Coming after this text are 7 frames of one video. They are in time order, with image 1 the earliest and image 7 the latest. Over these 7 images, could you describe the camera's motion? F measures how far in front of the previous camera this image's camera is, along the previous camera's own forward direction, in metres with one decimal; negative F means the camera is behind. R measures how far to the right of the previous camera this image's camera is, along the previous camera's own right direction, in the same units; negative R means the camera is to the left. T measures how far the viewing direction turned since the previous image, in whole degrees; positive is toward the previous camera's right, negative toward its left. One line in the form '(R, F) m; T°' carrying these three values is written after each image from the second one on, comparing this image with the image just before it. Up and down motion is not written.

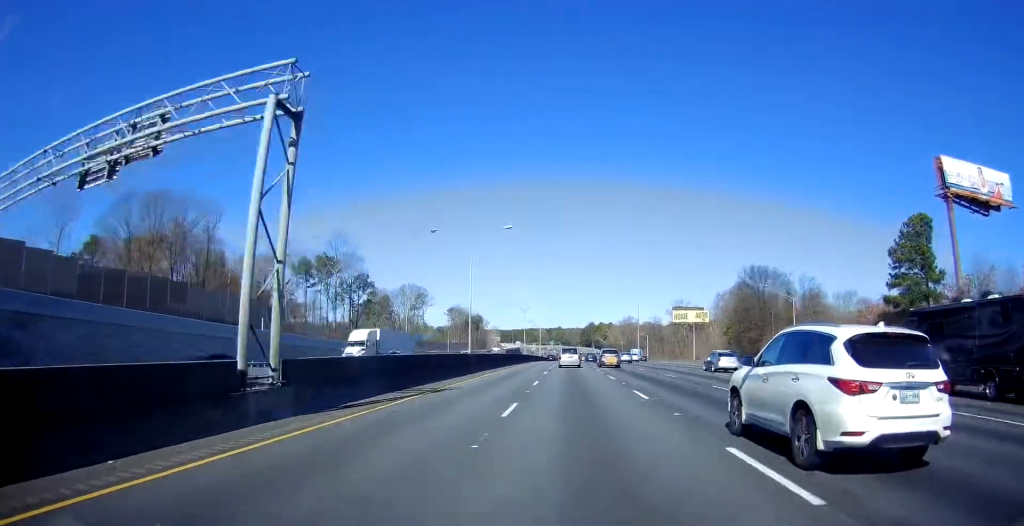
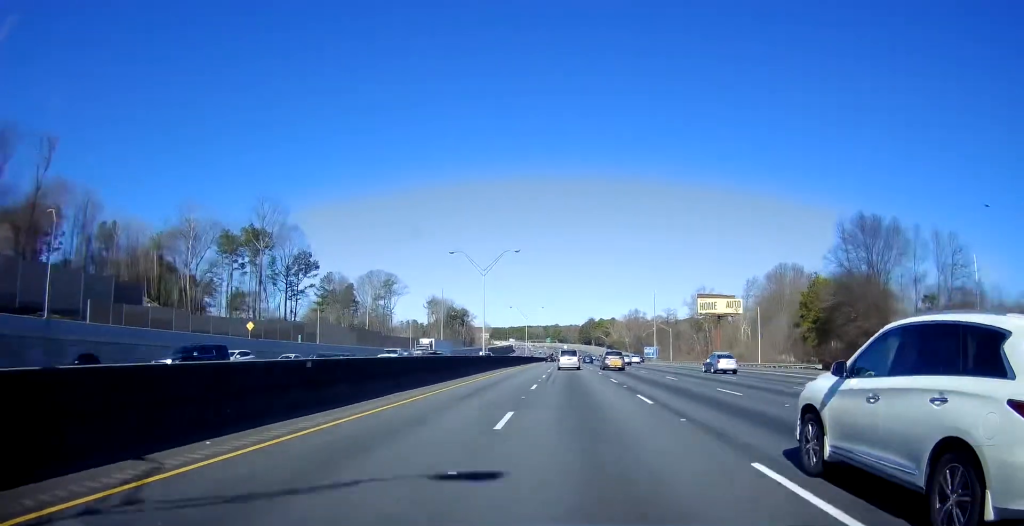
(-0.3, +49.1) m; -1°
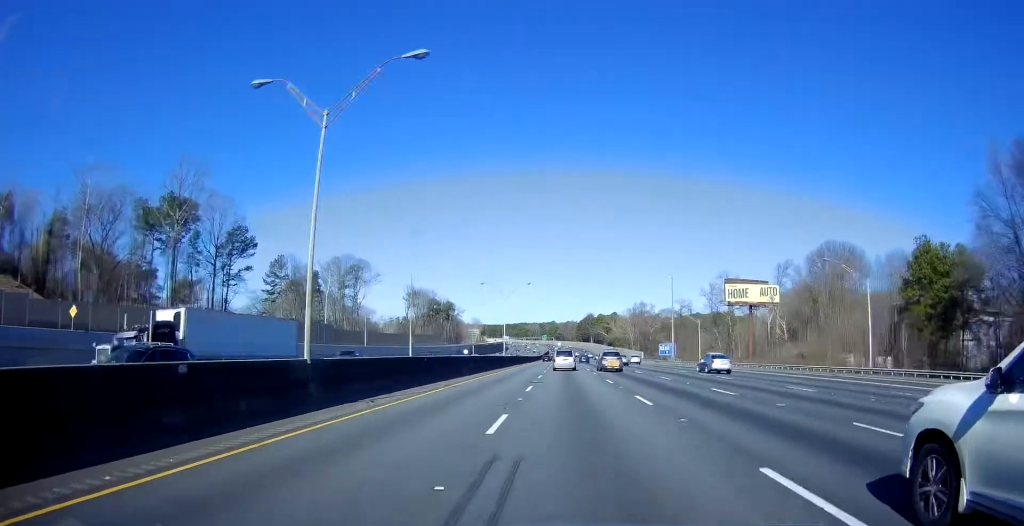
(0.0, +36.0) m; +1°
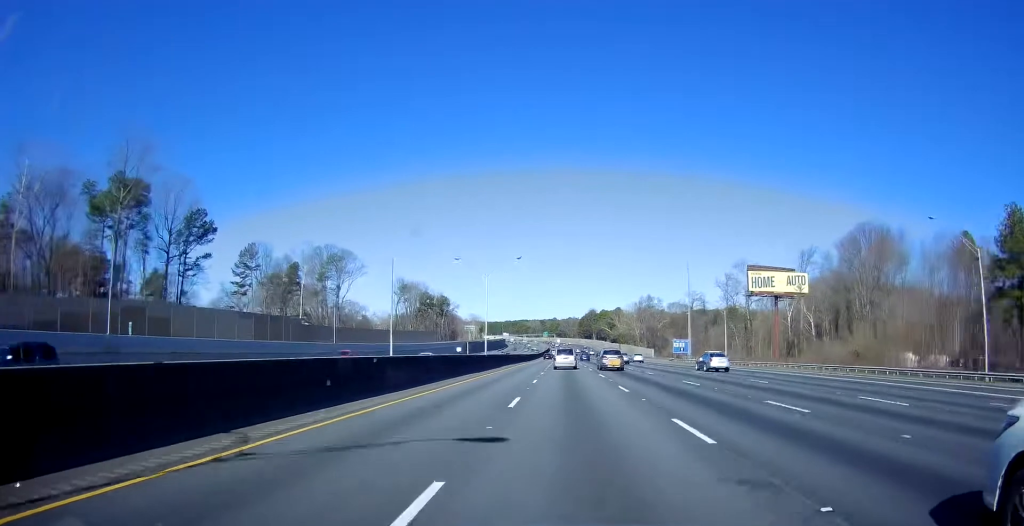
(+0.2, +18.8) m; 0°
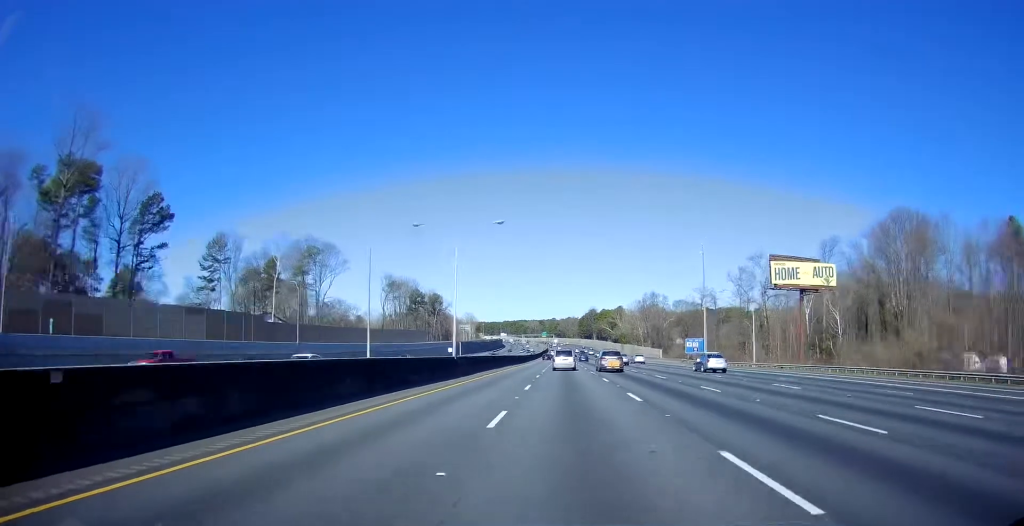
(+0.1, +15.9) m; 0°
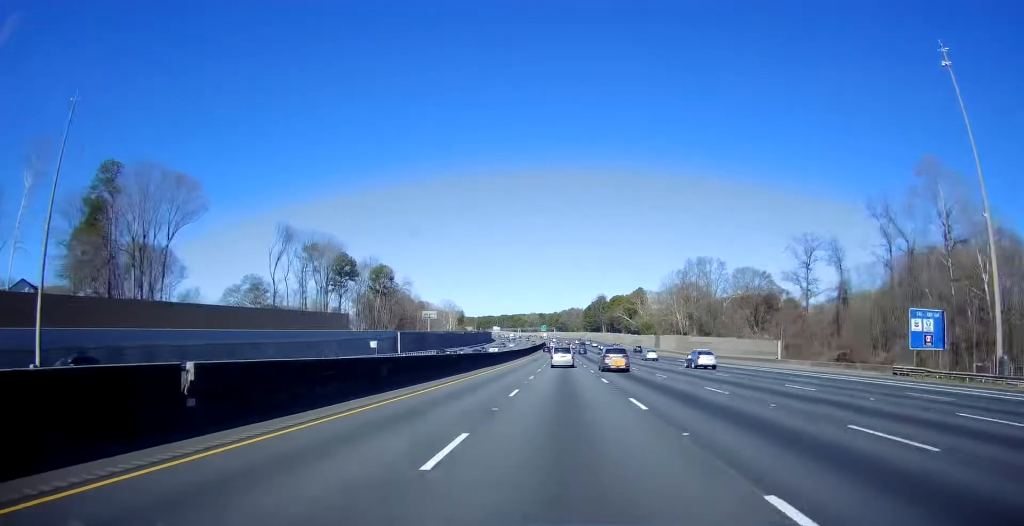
(-0.3, +87.0) m; 0°
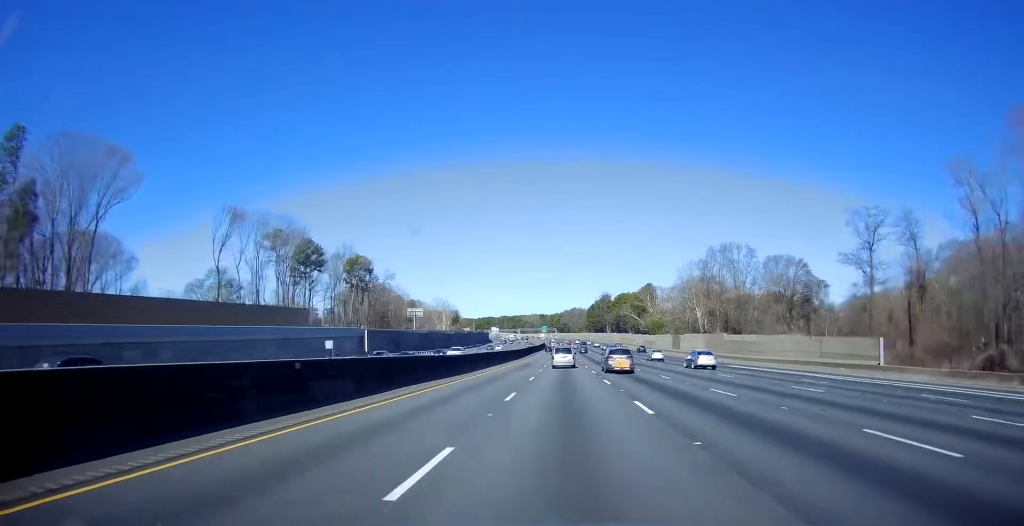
(+0.1, +24.6) m; 0°
